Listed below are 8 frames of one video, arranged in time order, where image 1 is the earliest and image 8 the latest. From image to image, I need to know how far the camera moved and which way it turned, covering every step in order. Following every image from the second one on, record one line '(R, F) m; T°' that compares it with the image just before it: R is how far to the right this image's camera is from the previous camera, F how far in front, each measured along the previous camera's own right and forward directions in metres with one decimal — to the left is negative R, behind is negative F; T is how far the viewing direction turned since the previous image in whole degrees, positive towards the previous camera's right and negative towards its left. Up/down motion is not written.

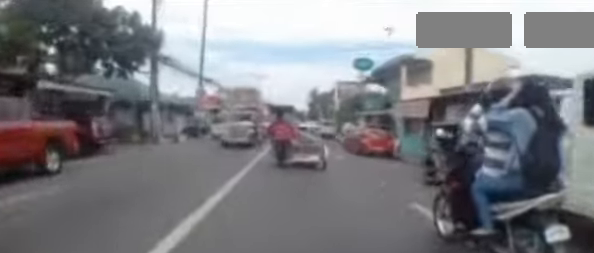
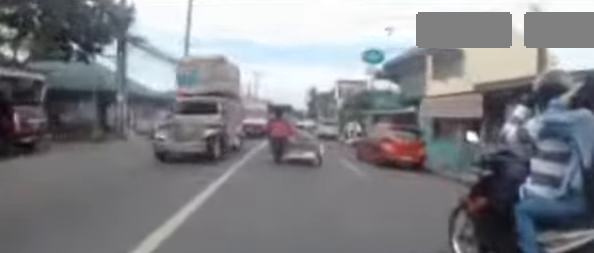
(-0.1, +4.1) m; -1°
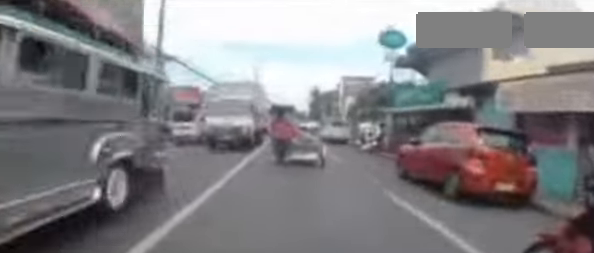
(-0.2, +5.2) m; -2°
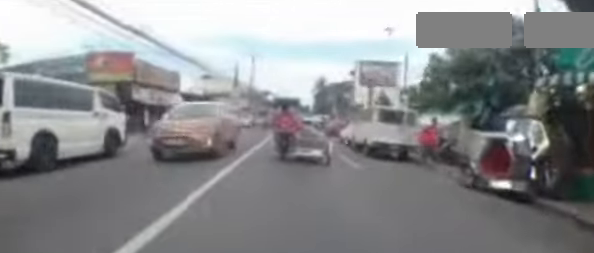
(0.0, +12.9) m; 0°
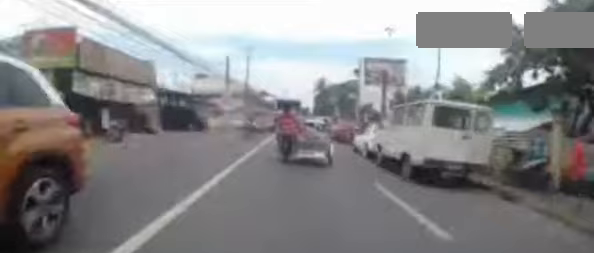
(0.0, +4.5) m; 0°
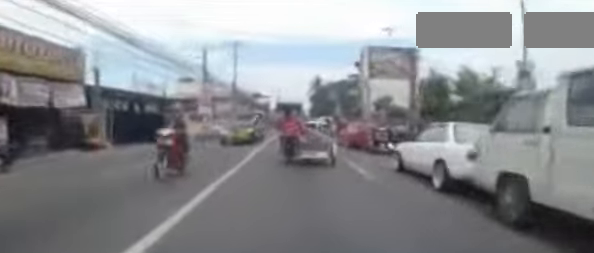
(-0.1, +6.4) m; +3°
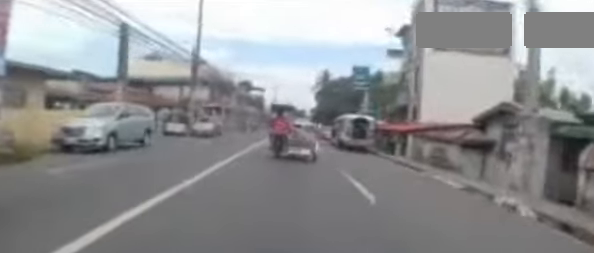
(-0.1, +19.5) m; -4°
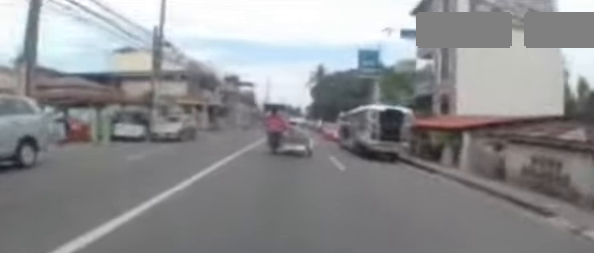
(0.0, +6.0) m; 0°
